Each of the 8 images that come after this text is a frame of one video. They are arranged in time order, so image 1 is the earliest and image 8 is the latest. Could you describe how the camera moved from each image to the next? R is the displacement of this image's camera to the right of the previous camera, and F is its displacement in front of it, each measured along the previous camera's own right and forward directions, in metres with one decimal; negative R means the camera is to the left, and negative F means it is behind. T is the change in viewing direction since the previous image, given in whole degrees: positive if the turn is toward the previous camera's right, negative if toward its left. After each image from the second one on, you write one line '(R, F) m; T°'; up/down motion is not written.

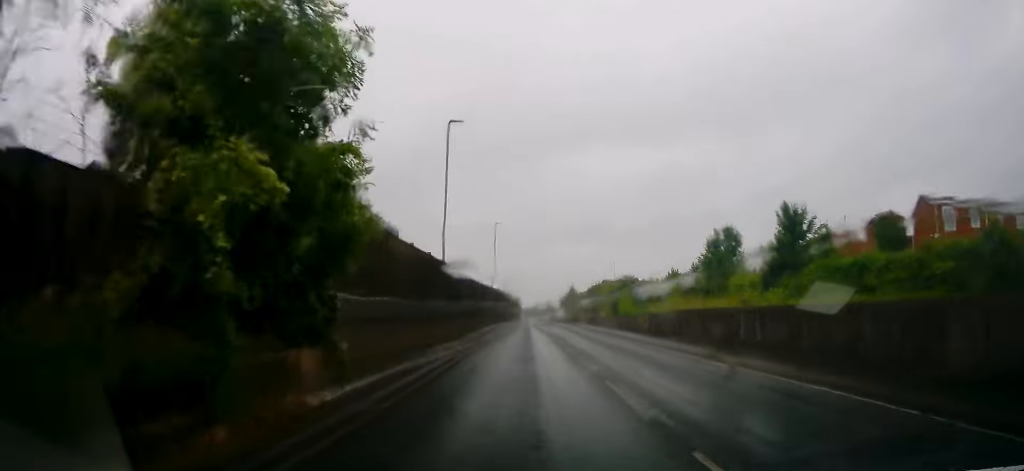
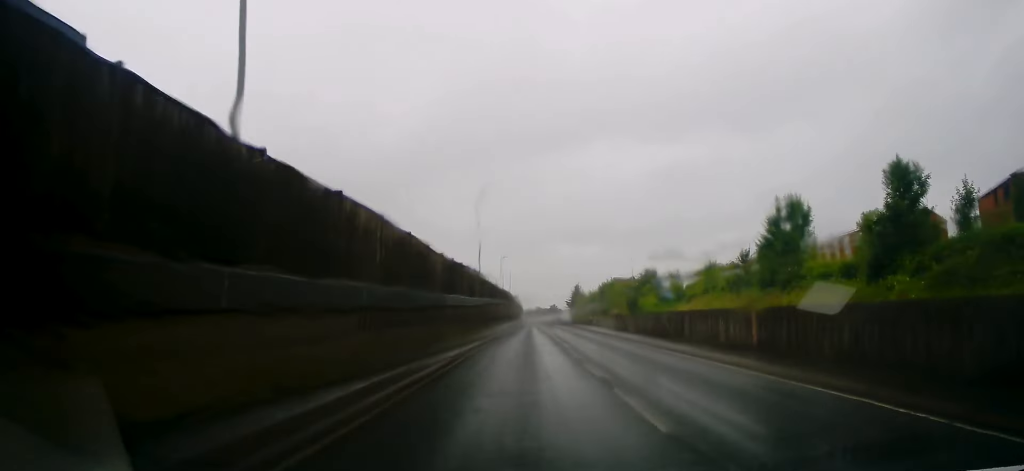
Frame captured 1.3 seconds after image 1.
(0.0, +18.4) m; 0°
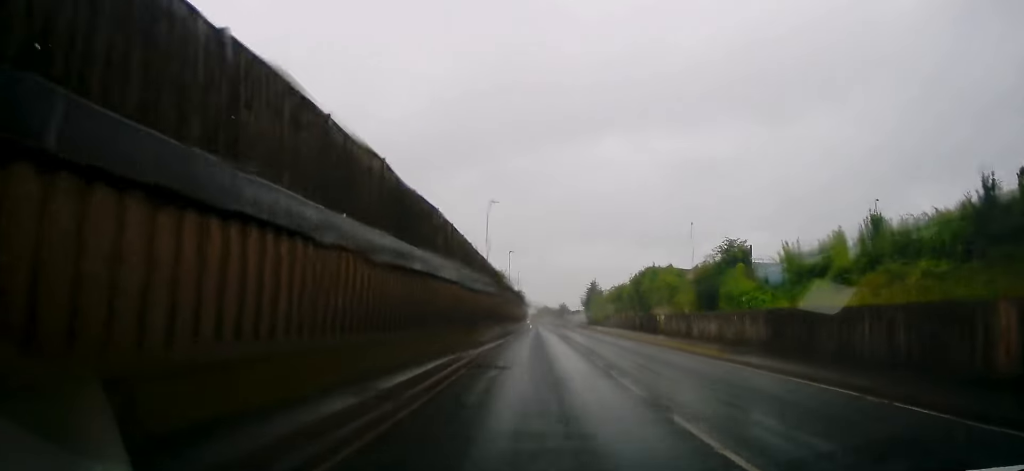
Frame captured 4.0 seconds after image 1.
(-0.9, +37.7) m; 0°
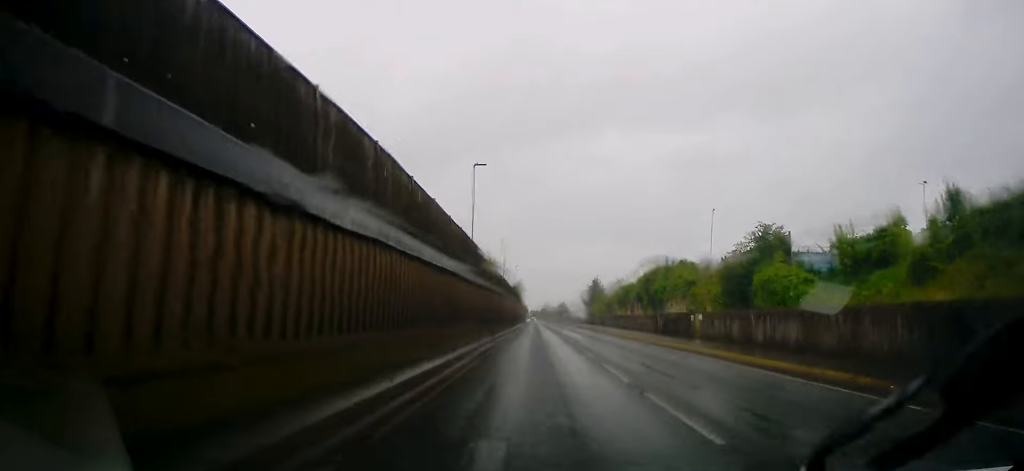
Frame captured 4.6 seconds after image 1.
(+0.3, +9.7) m; +1°
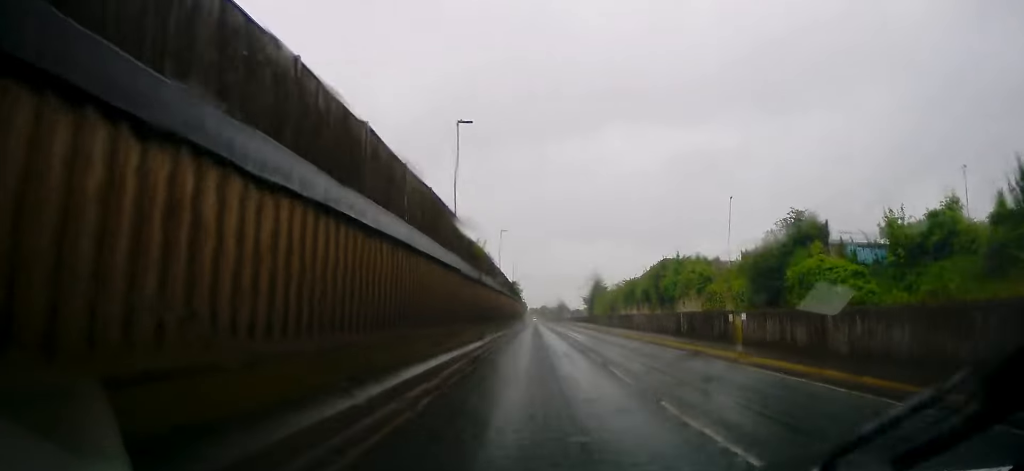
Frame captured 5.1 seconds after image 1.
(0.0, +6.8) m; -1°
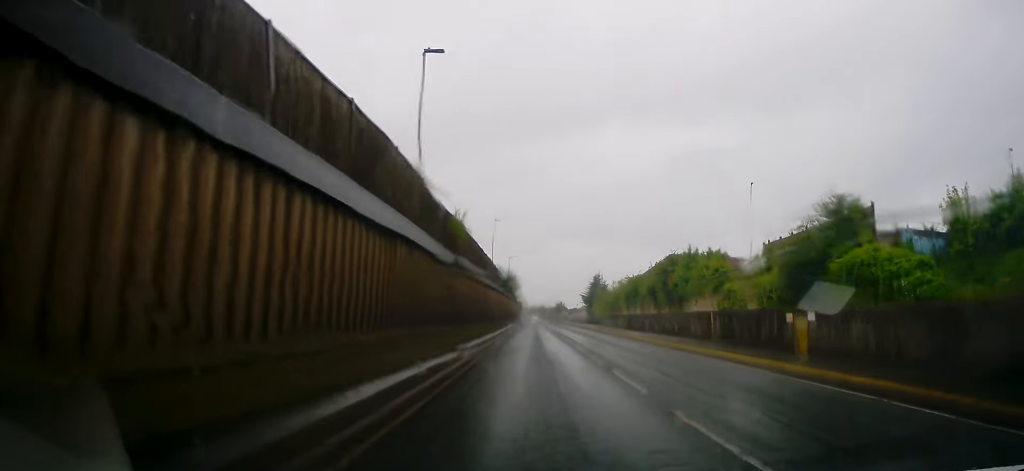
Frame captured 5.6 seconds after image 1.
(+0.1, +6.8) m; -1°
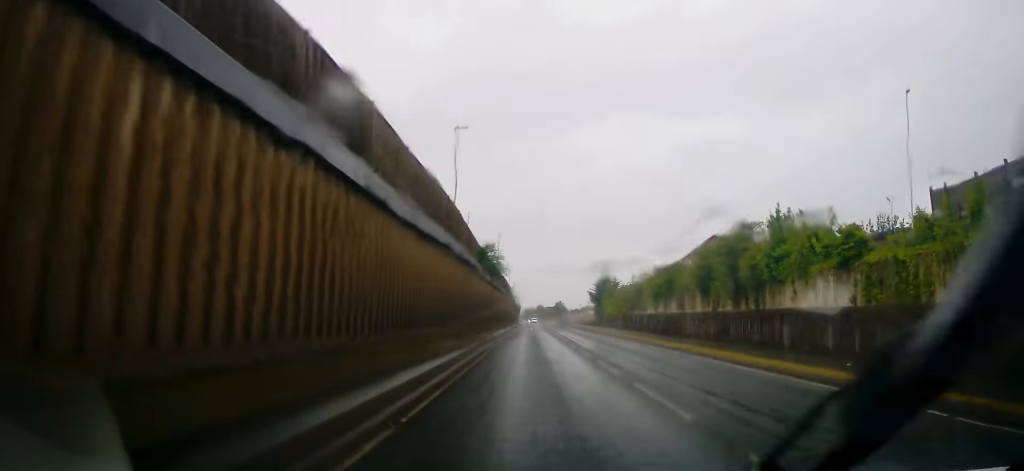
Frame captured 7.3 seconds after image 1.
(-0.3, +25.7) m; 0°
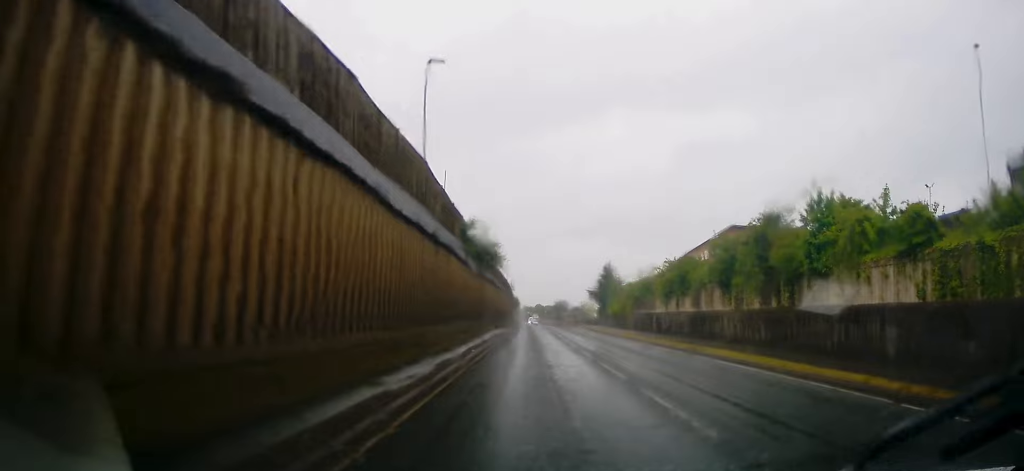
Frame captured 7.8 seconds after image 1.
(+0.2, +6.8) m; 0°
